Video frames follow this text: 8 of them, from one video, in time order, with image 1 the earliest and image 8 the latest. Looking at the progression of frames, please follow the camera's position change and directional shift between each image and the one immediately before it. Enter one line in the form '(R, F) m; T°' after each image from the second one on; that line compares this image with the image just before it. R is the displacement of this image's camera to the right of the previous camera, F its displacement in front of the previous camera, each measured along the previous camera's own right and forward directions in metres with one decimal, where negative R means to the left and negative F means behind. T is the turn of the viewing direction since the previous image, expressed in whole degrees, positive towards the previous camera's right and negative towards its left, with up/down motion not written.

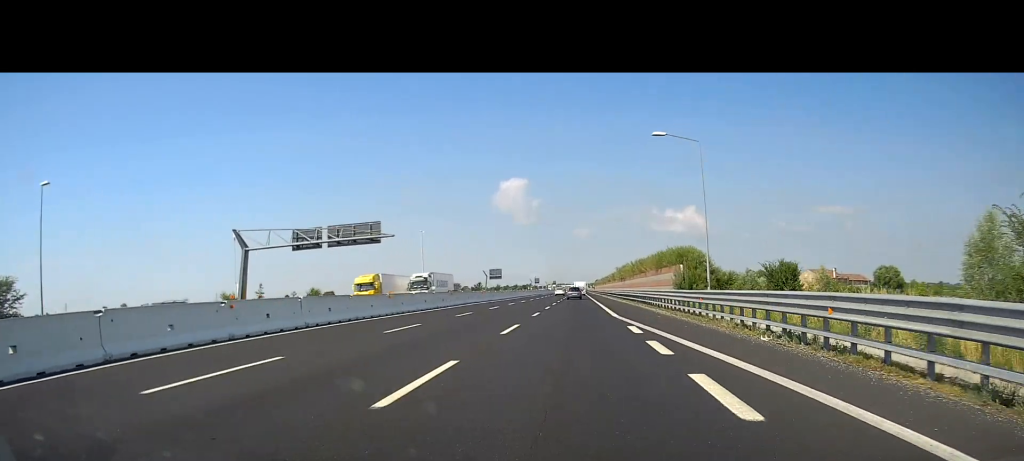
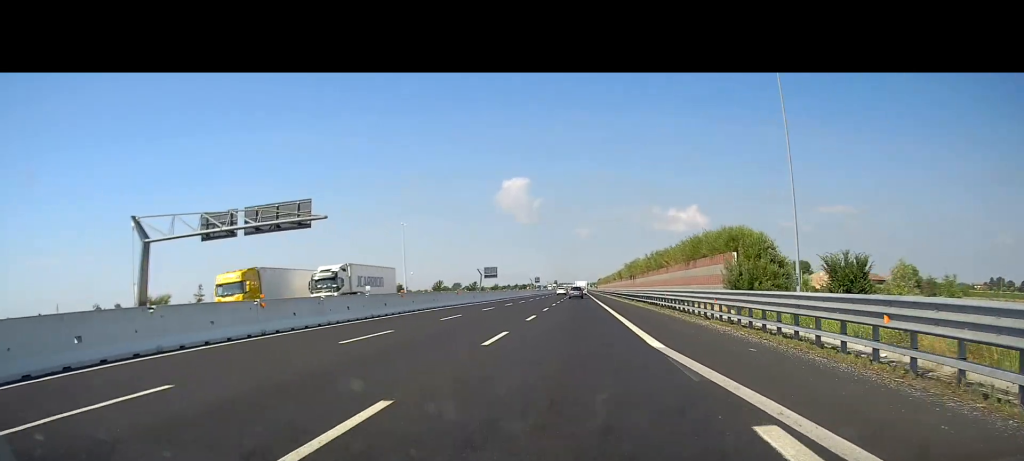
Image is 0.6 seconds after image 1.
(-0.1, +16.0) m; -1°
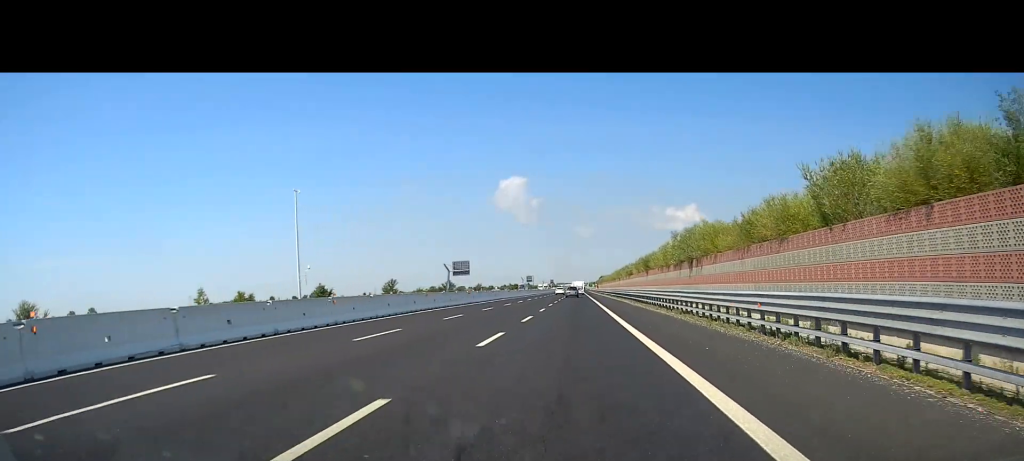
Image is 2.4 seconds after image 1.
(-0.7, +47.1) m; -1°
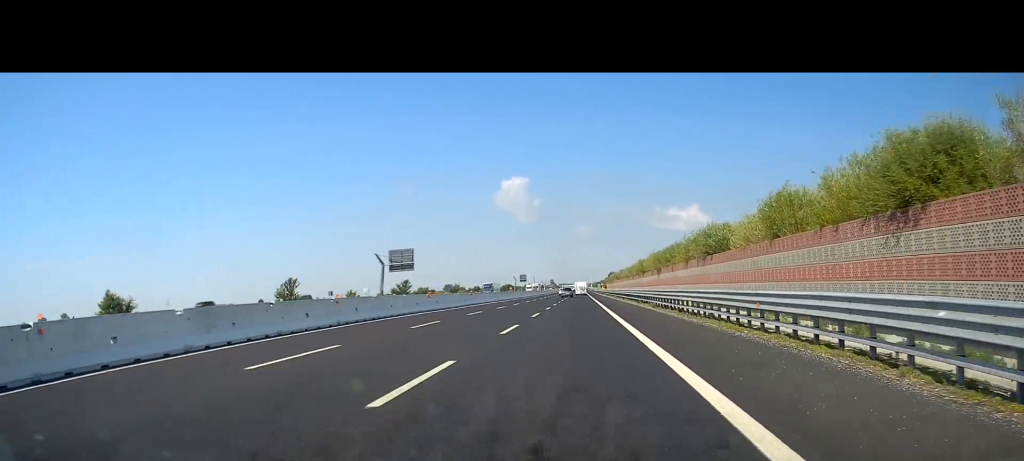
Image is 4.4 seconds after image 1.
(+0.5, +54.0) m; 0°
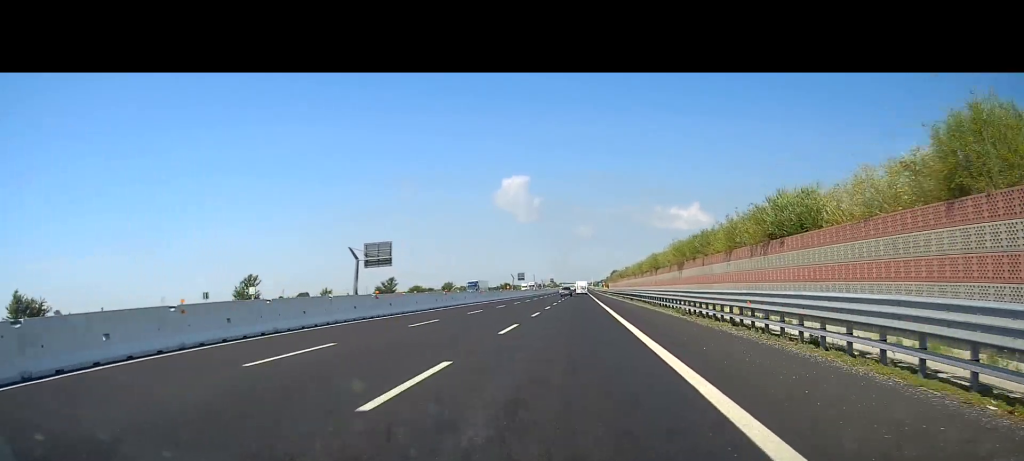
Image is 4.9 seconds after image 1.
(+0.1, +12.4) m; -1°
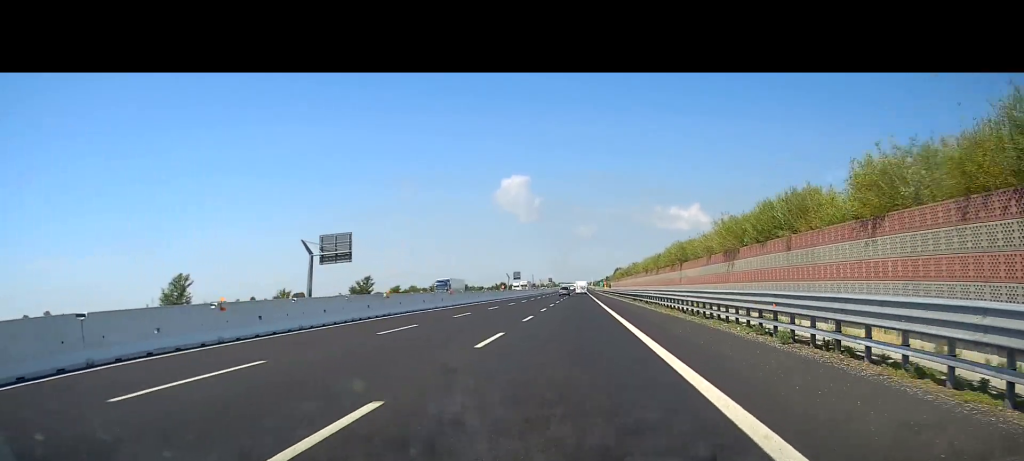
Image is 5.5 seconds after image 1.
(-0.2, +15.8) m; 0°
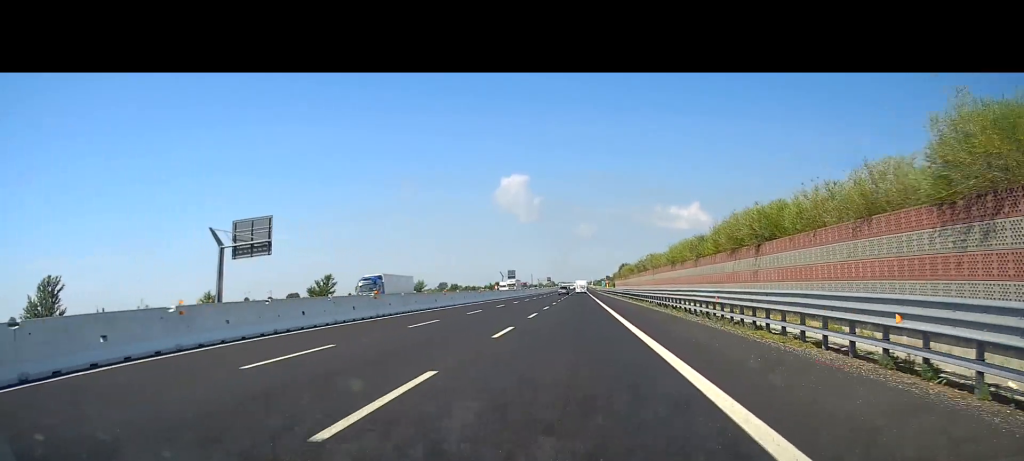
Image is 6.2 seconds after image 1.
(-0.2, +20.1) m; 0°
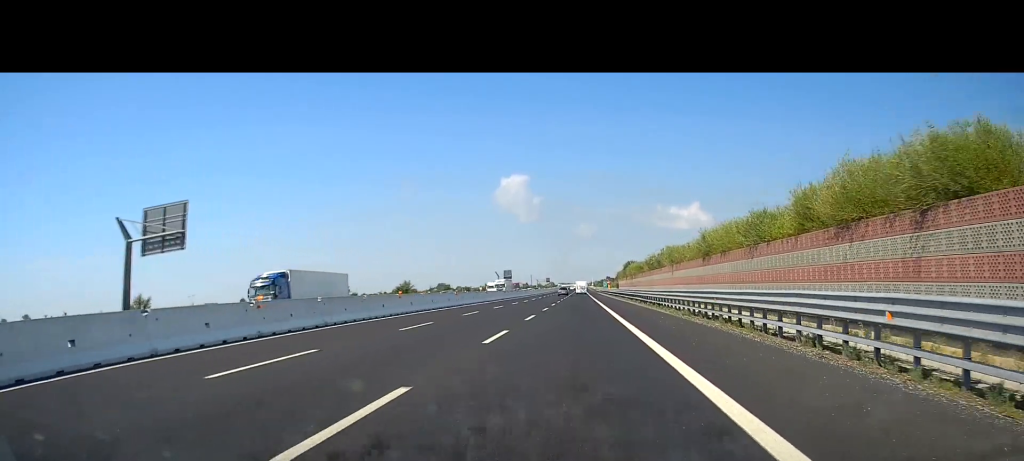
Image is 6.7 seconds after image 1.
(+0.1, +13.1) m; +1°
